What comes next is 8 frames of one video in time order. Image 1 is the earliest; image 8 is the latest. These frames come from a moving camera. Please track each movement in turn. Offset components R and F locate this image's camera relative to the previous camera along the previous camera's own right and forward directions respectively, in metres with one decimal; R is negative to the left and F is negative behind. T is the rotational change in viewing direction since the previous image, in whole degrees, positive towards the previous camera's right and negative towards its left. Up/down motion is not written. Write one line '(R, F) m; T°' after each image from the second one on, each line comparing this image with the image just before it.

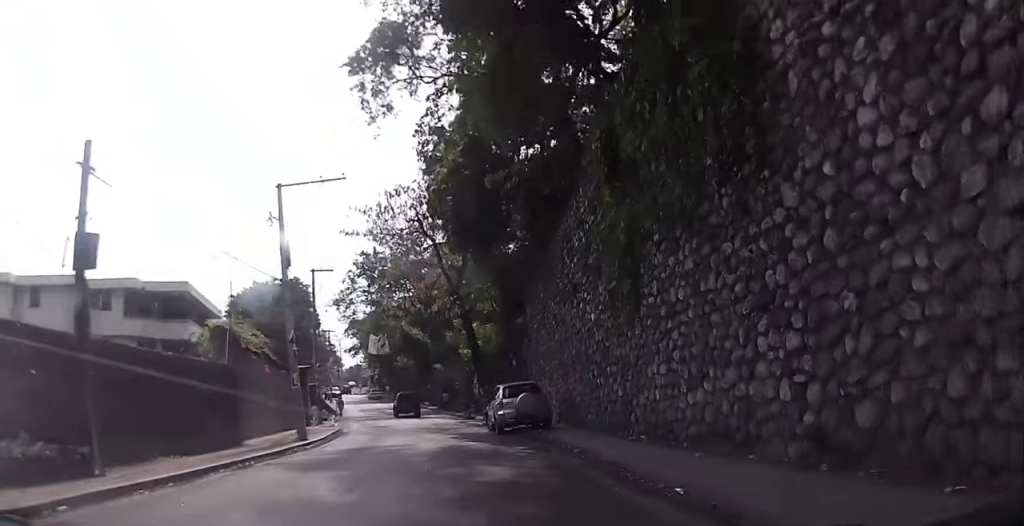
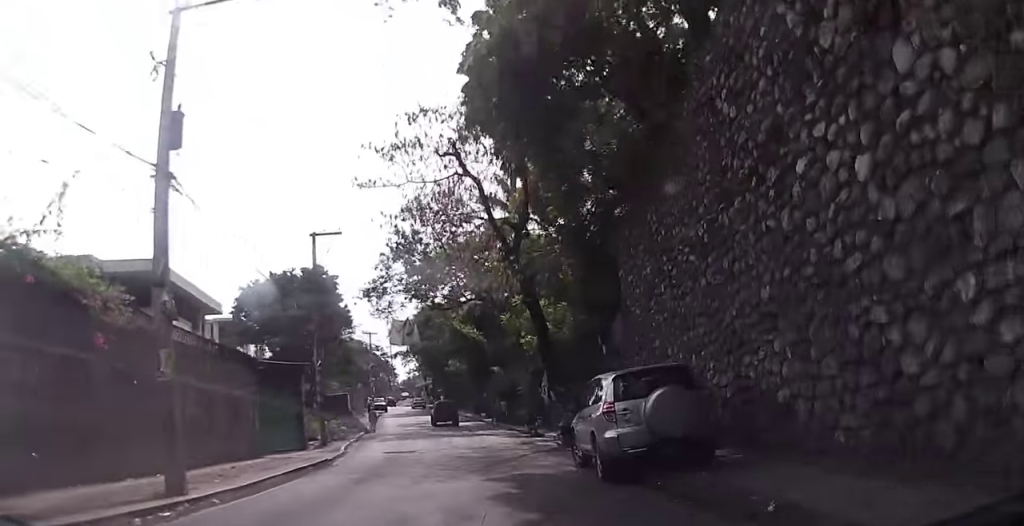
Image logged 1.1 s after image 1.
(-0.6, +11.8) m; -6°
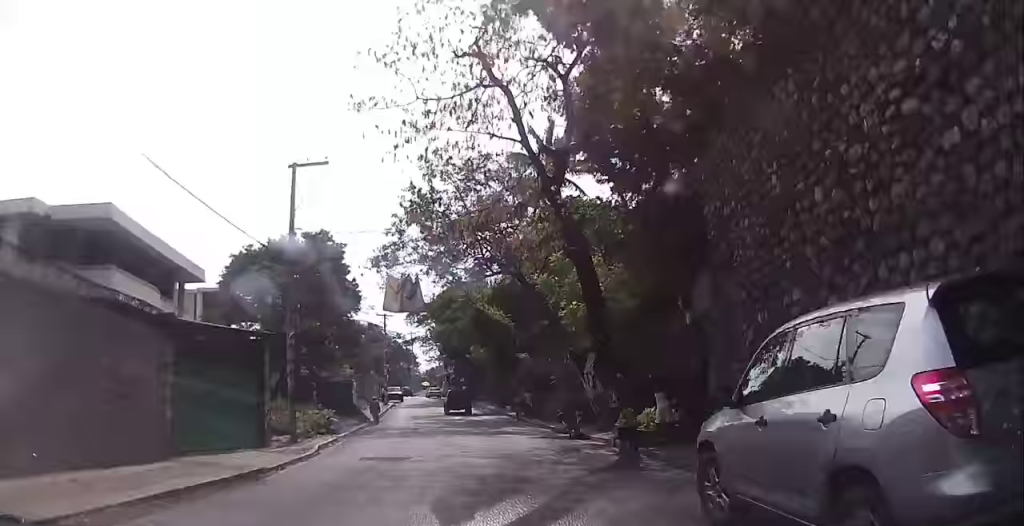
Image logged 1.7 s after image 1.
(-0.3, +6.8) m; -2°
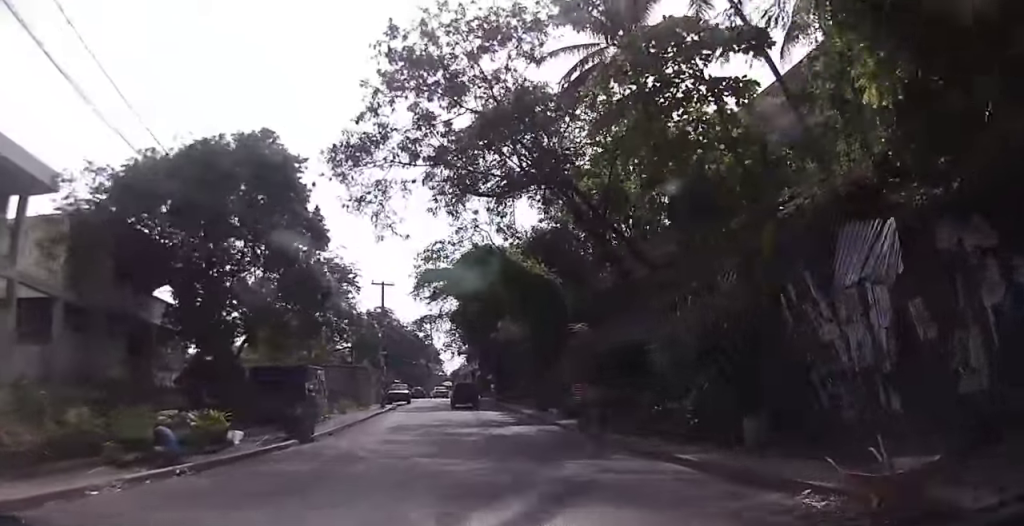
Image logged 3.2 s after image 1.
(-0.6, +16.2) m; -9°
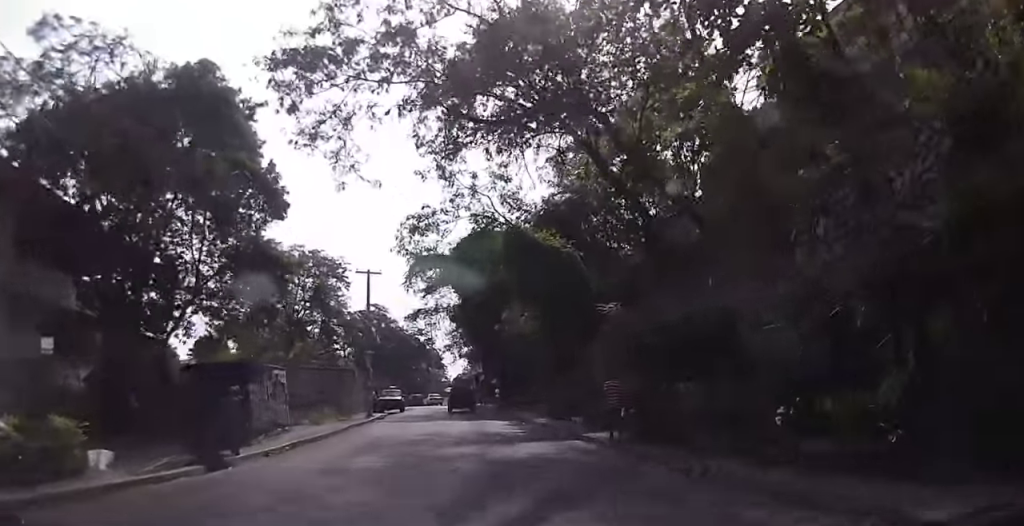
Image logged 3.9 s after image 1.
(-0.8, +6.7) m; -5°
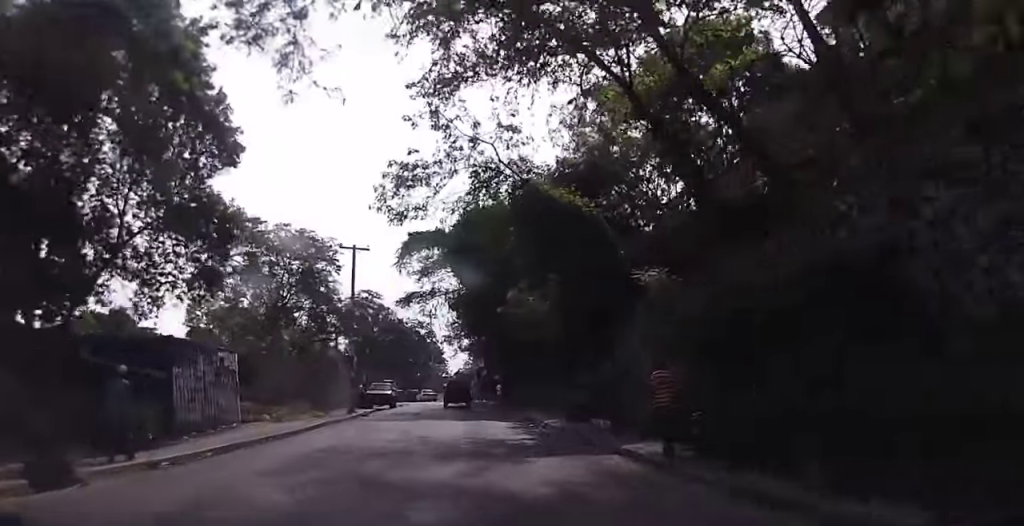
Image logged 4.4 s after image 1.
(-0.2, +5.4) m; -2°
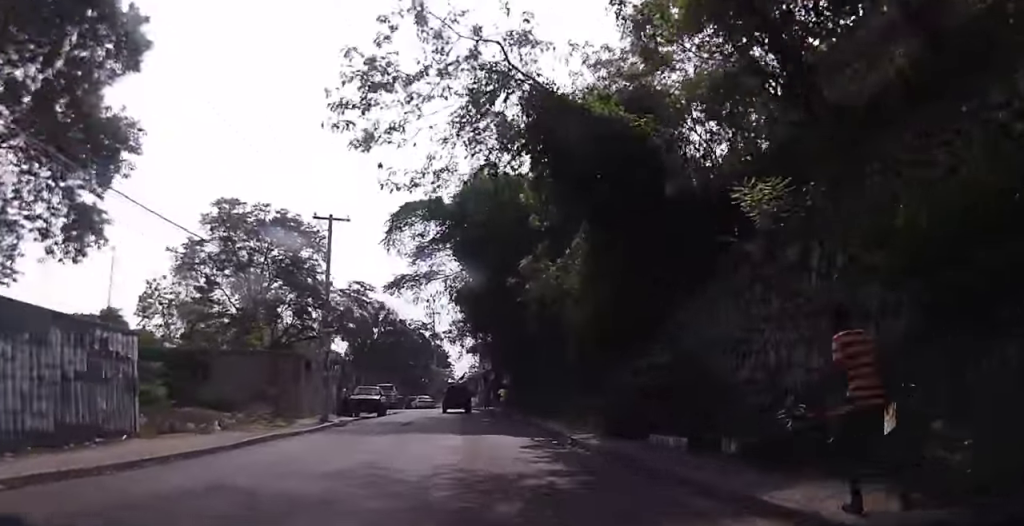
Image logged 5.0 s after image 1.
(0.0, +7.0) m; 0°
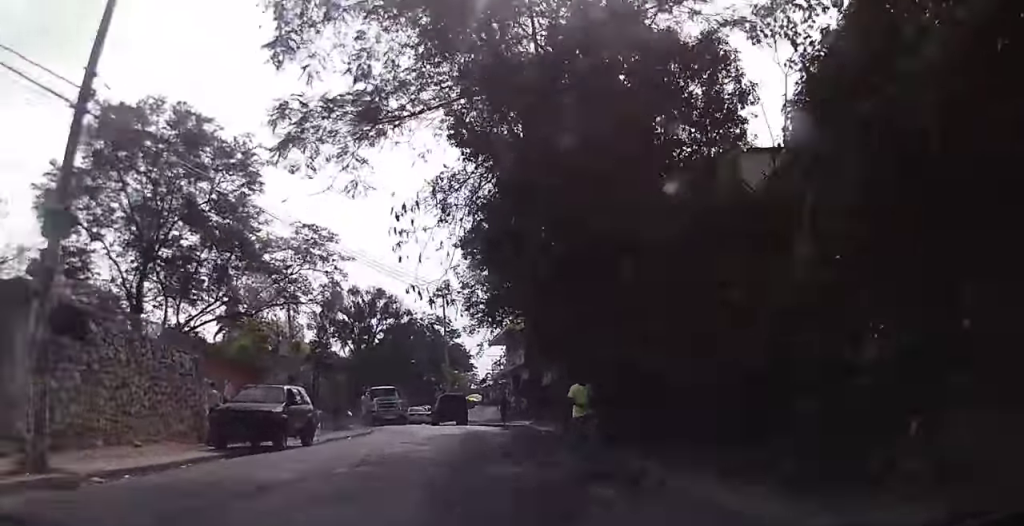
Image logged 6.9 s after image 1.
(0.0, +20.7) m; -1°
